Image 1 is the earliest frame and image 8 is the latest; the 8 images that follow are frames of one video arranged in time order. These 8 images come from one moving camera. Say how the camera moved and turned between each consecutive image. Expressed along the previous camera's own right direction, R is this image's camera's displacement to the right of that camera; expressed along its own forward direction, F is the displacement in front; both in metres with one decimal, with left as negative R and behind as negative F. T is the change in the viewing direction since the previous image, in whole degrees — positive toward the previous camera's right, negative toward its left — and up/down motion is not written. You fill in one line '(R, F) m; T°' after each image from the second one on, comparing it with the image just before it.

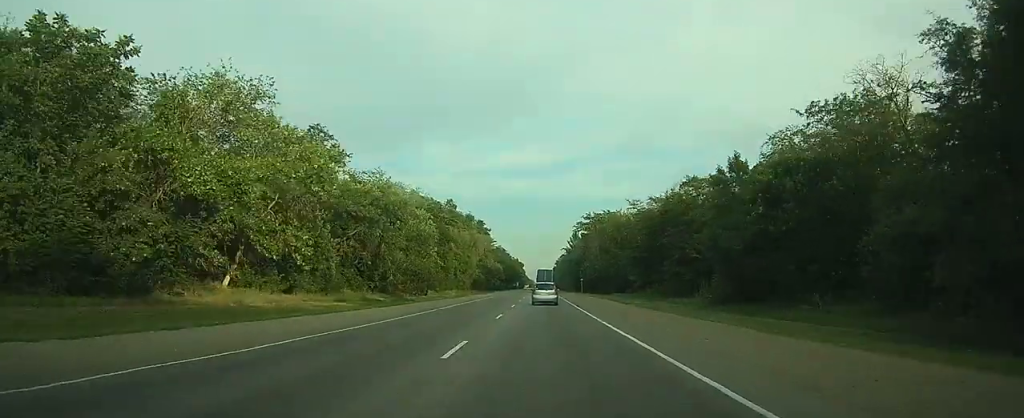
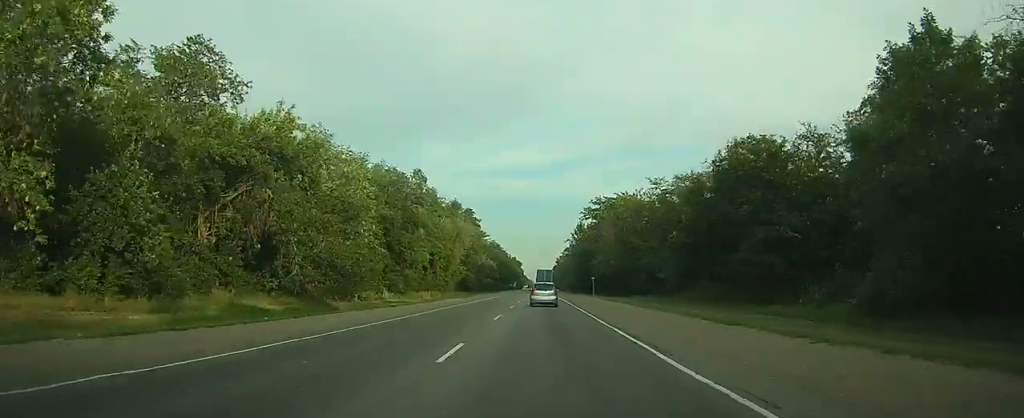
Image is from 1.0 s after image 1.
(0.0, +24.5) m; 0°
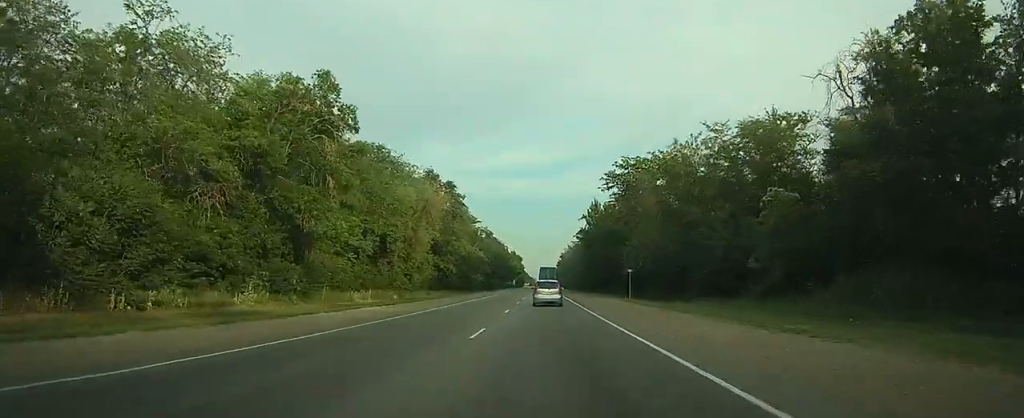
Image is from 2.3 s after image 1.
(0.0, +32.4) m; 0°
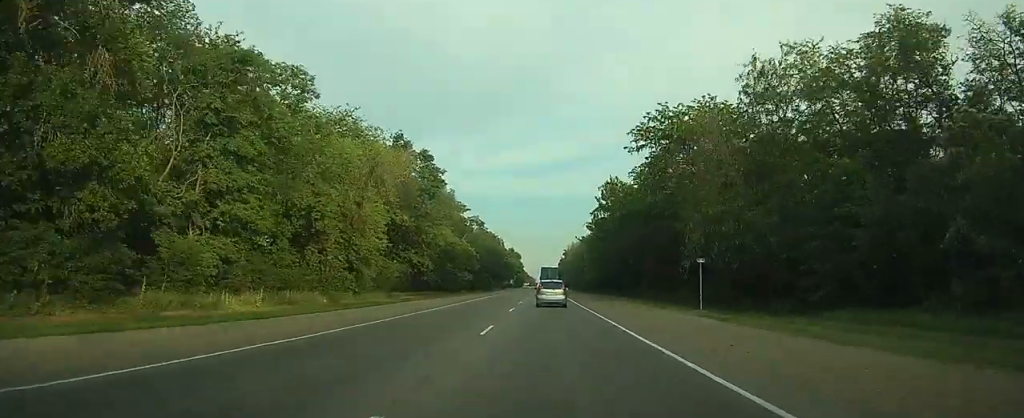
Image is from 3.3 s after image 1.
(0.0, +23.2) m; 0°
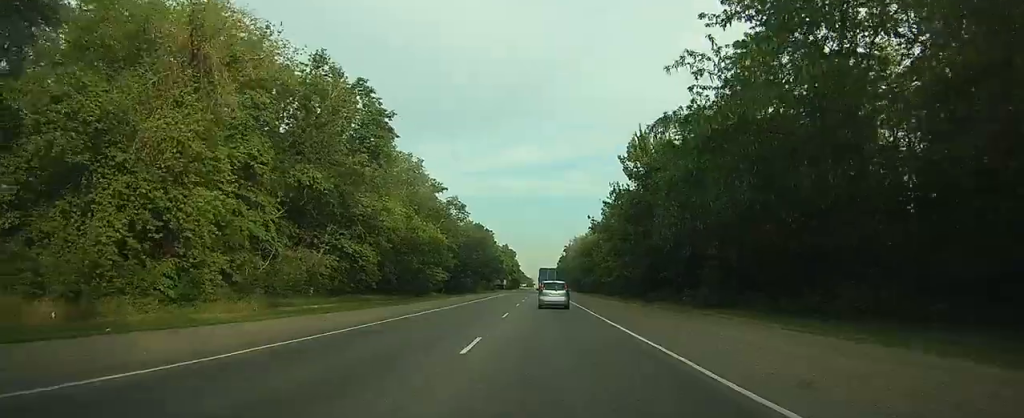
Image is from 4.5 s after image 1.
(+0.1, +28.2) m; 0°
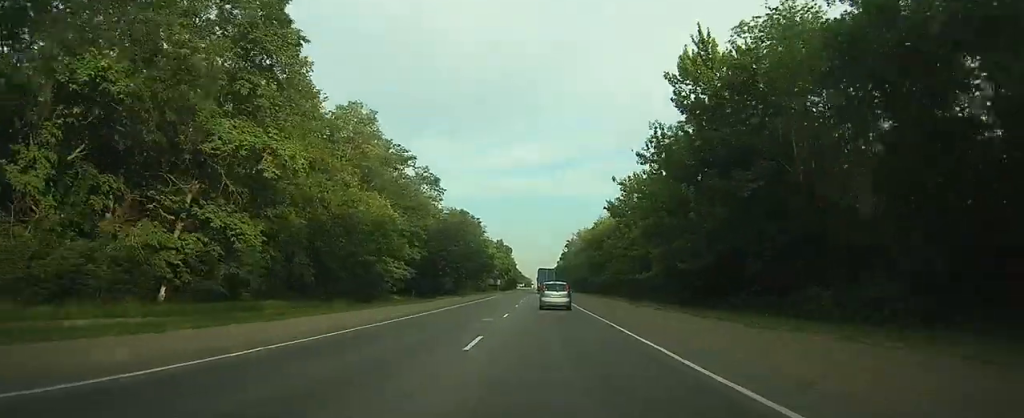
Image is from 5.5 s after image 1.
(+0.1, +23.5) m; 0°
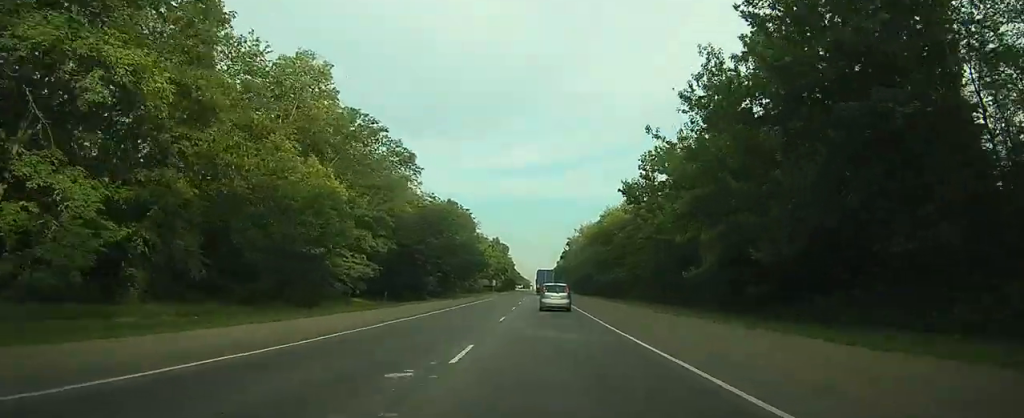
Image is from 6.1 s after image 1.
(0.0, +13.1) m; 0°
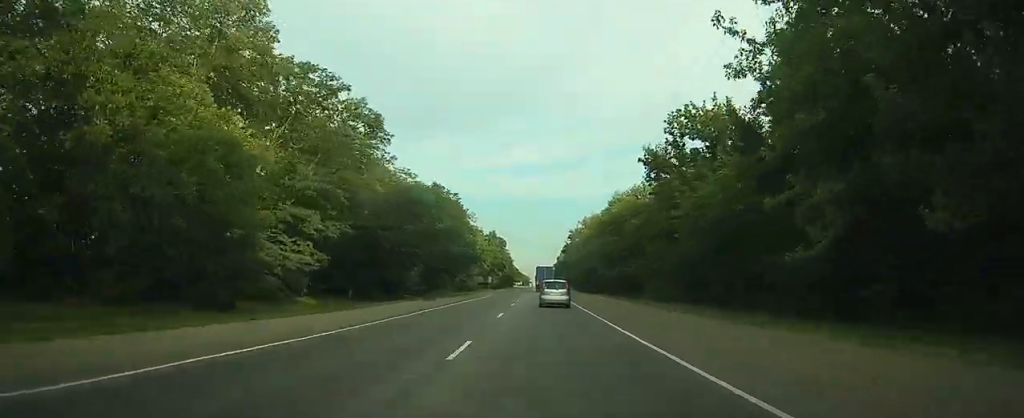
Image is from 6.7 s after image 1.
(0.0, +11.0) m; 0°
